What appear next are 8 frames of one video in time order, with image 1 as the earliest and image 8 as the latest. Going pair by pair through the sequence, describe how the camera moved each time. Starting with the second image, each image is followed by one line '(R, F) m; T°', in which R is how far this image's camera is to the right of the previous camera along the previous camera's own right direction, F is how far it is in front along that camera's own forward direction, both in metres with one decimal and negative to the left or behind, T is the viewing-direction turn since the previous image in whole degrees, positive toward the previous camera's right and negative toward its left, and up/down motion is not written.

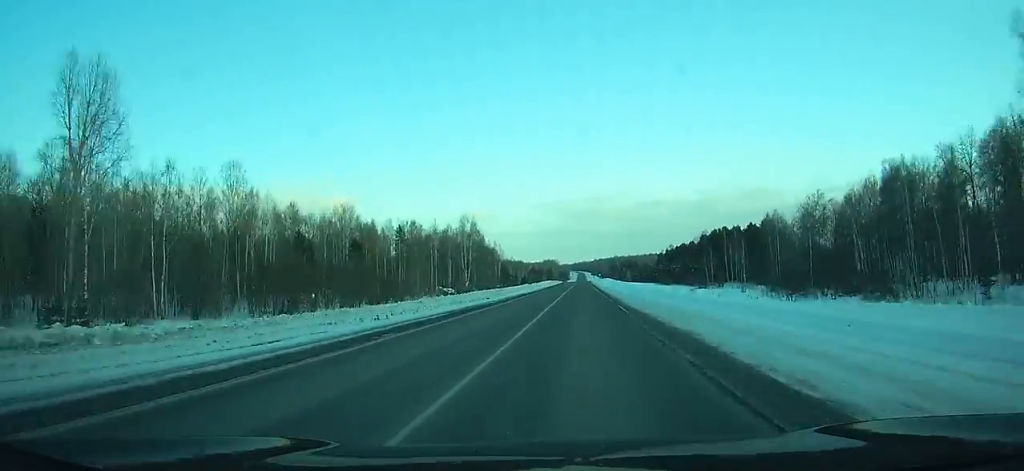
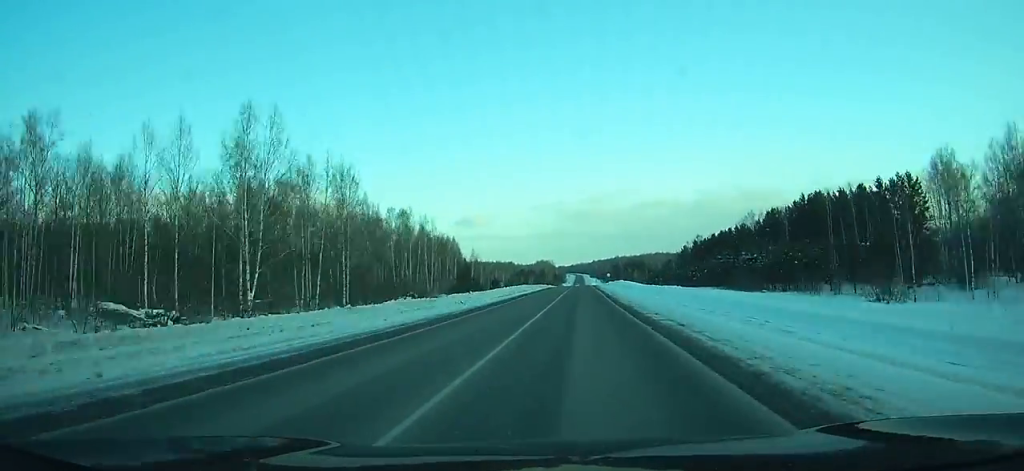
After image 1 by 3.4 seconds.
(-0.2, +88.9) m; 0°
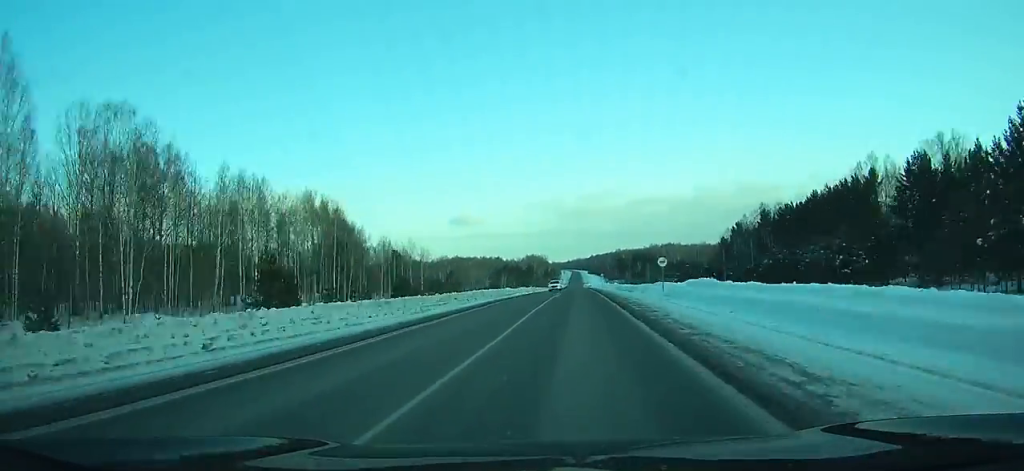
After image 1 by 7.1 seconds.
(0.0, +96.3) m; 0°
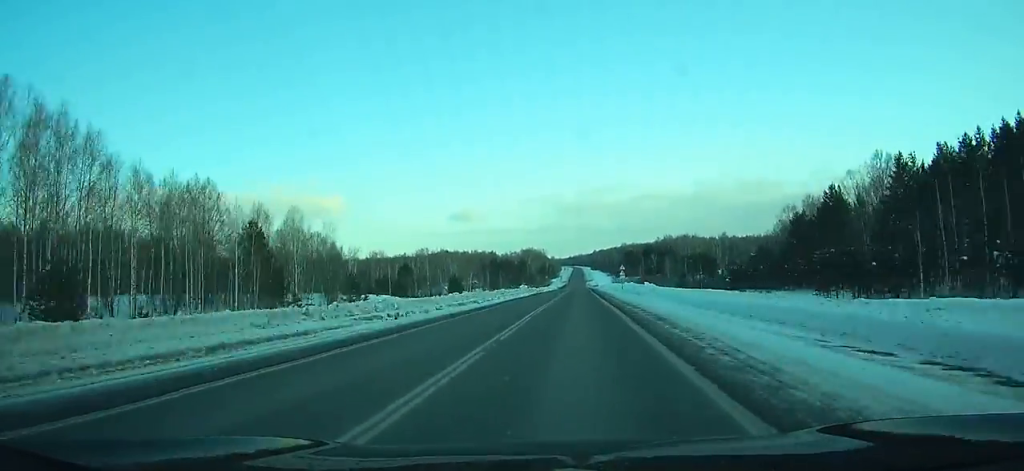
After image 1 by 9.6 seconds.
(-0.1, +65.5) m; 0°
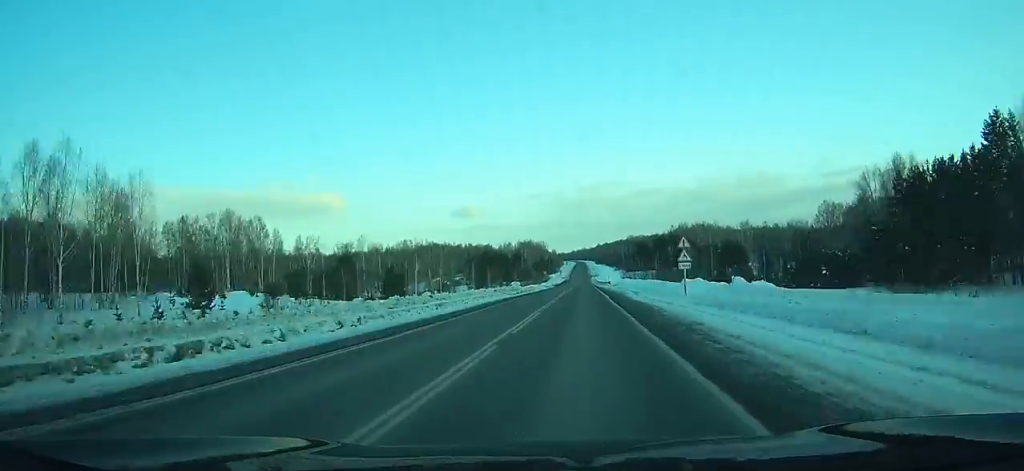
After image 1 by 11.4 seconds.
(0.0, +47.6) m; 0°
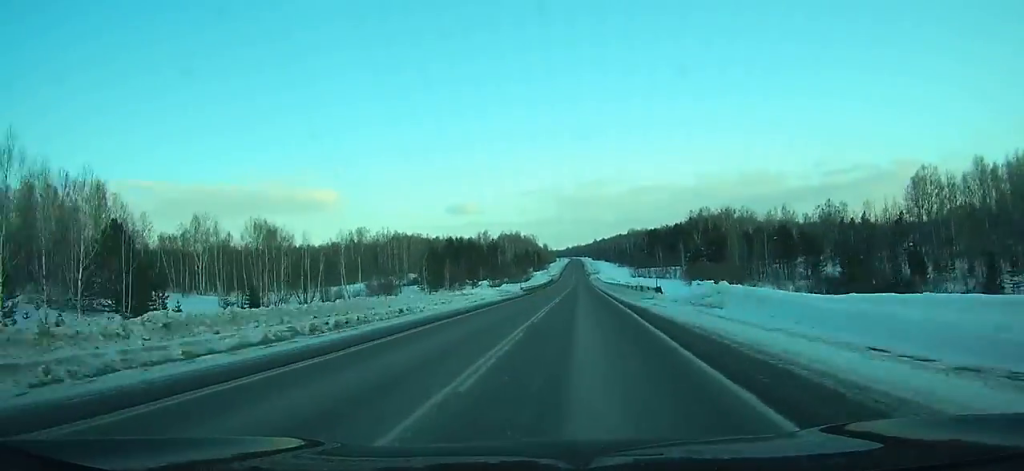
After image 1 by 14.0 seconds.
(+0.2, +69.4) m; 0°
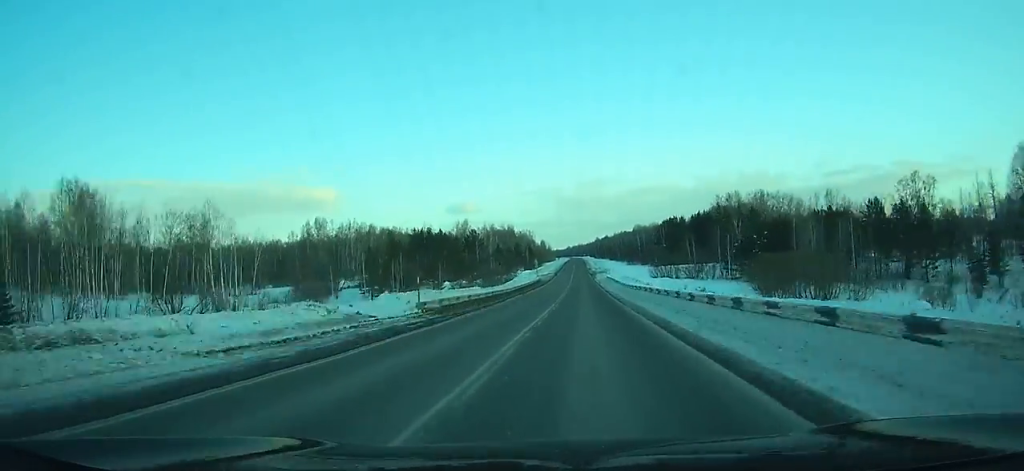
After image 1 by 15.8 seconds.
(+0.2, +48.3) m; 0°
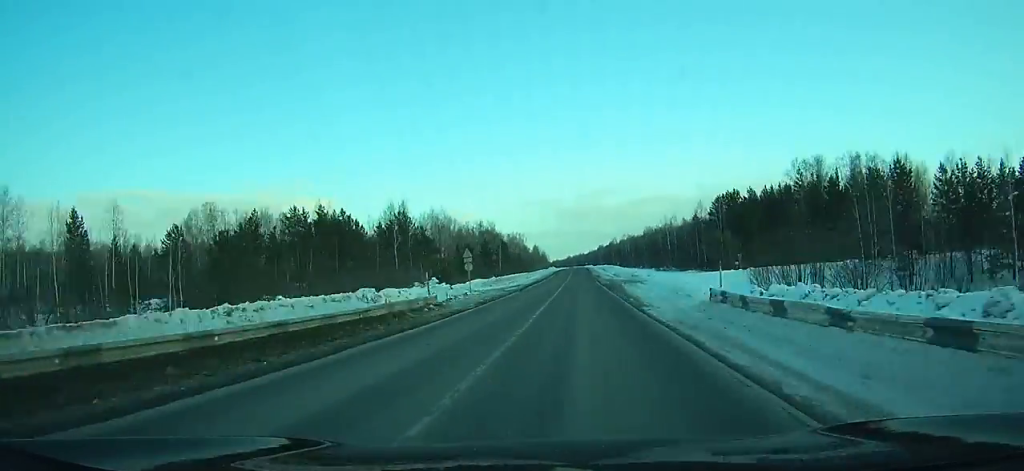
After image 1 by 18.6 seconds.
(-0.5, +76.0) m; 0°
